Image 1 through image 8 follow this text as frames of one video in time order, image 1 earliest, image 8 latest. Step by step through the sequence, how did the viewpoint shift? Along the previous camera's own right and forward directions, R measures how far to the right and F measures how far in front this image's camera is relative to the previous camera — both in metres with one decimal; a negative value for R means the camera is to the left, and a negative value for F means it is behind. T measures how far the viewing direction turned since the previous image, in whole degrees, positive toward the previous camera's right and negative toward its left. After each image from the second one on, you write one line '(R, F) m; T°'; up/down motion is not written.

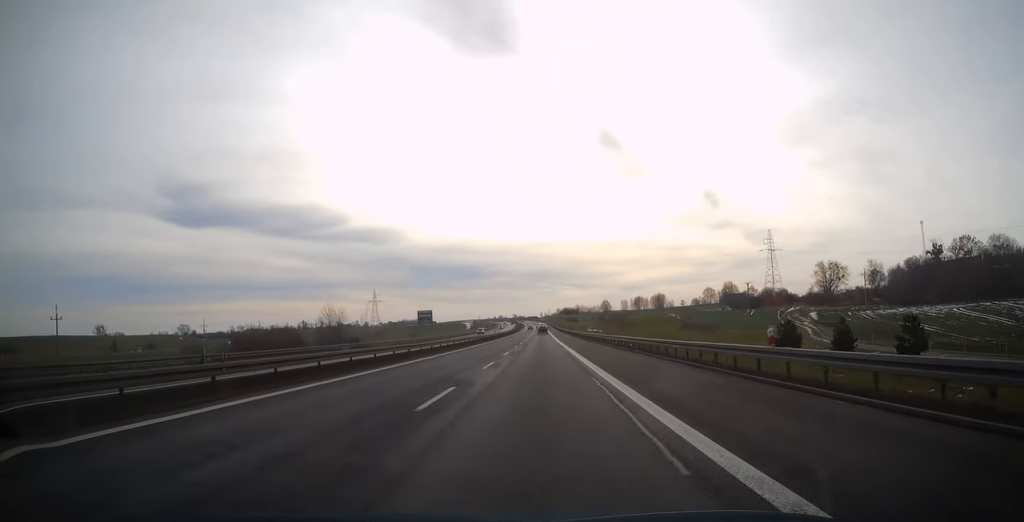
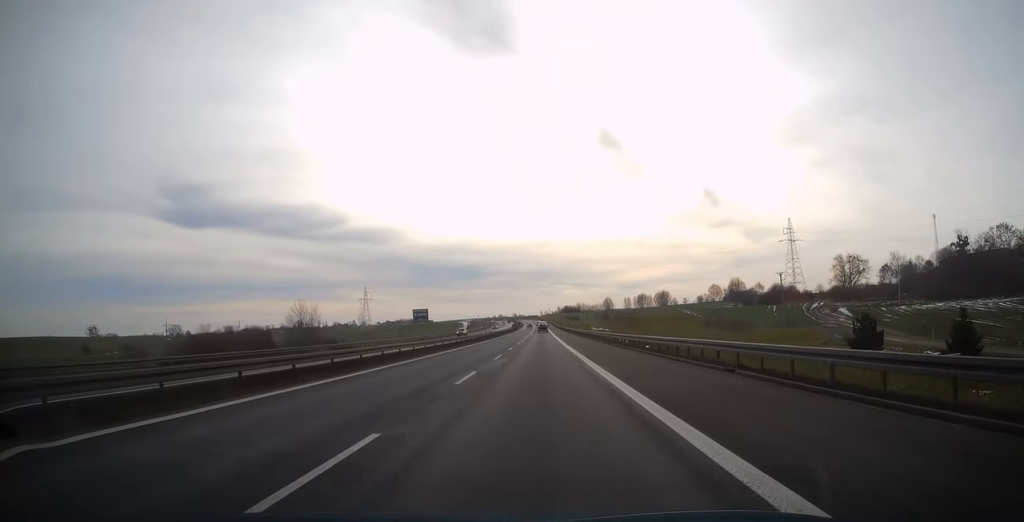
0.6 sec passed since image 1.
(0.0, +18.4) m; 0°
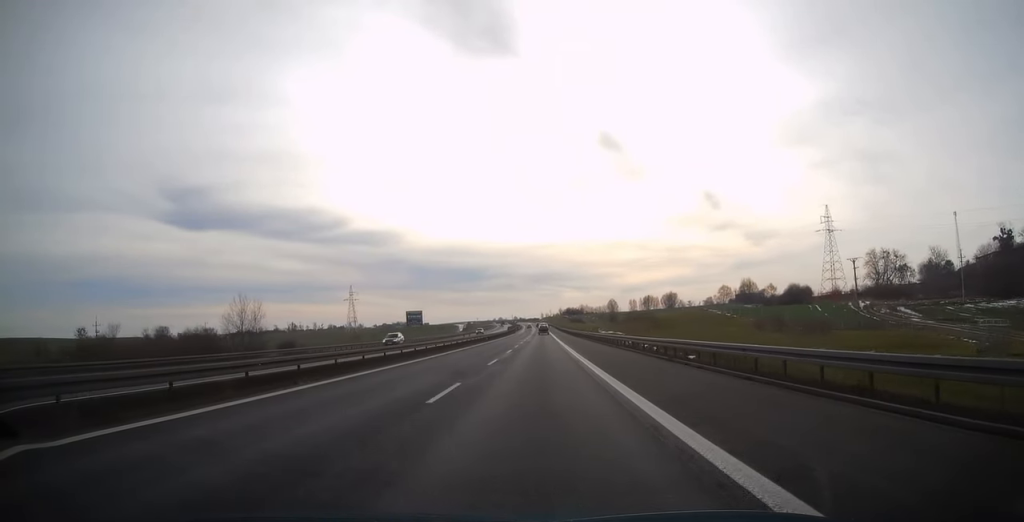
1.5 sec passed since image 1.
(0.0, +27.6) m; 0°
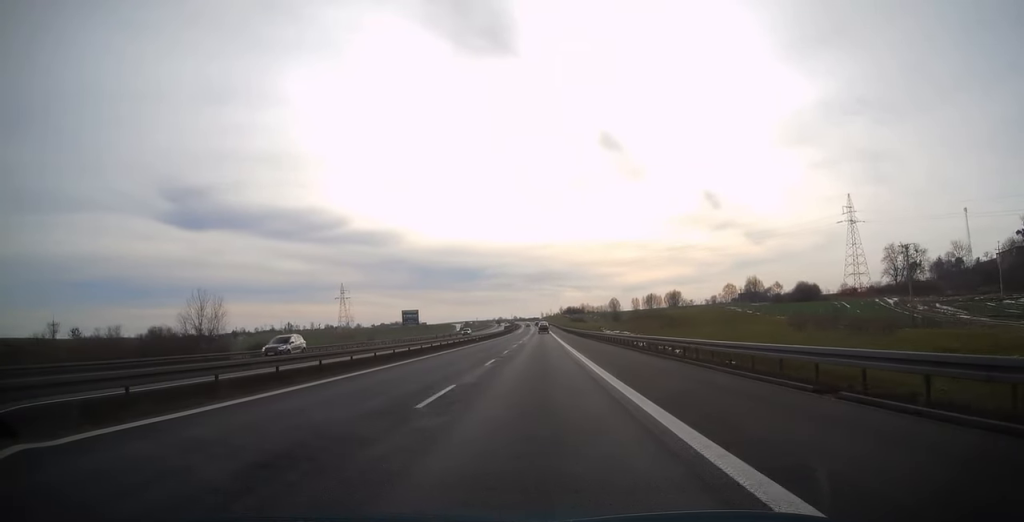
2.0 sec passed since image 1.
(0.0, +13.8) m; 0°
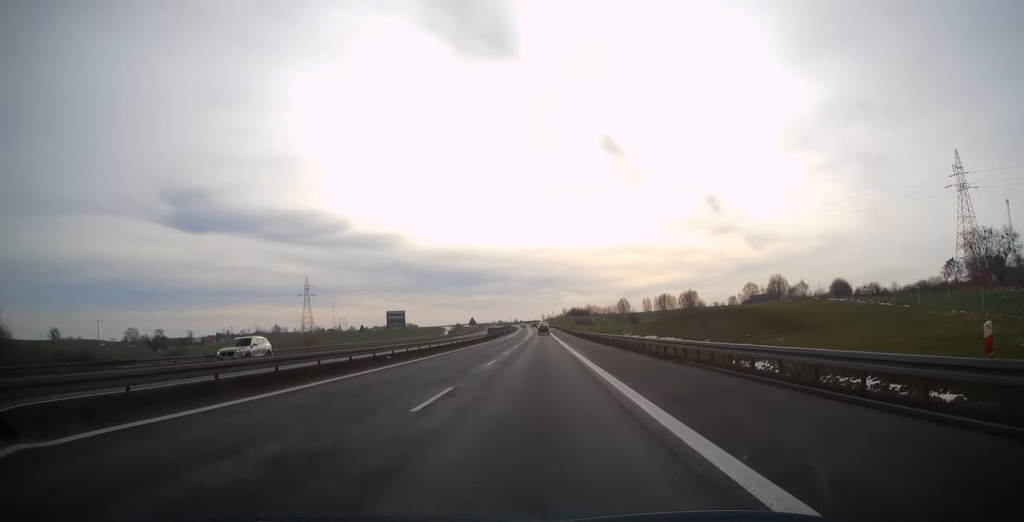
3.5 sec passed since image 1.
(0.0, +48.0) m; 0°
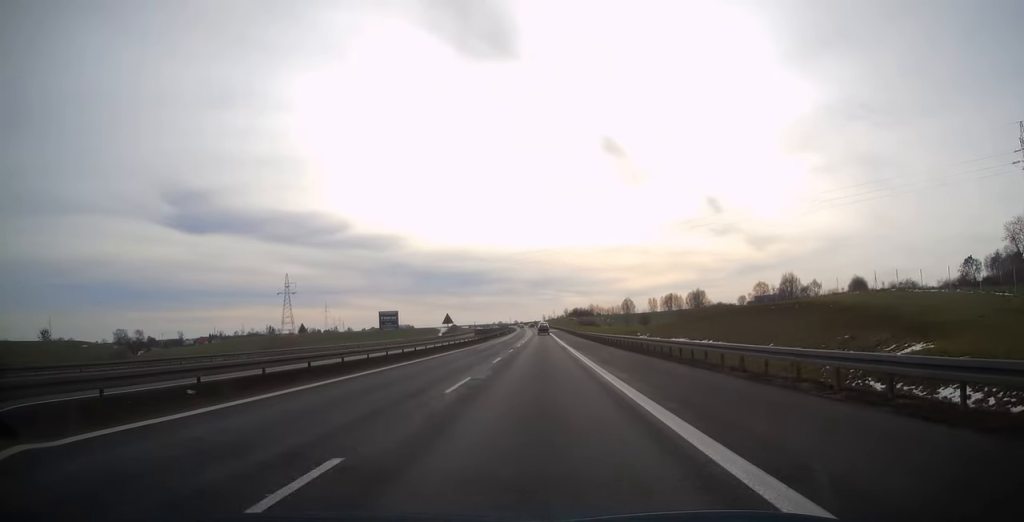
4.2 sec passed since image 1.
(-0.1, +20.8) m; 0°
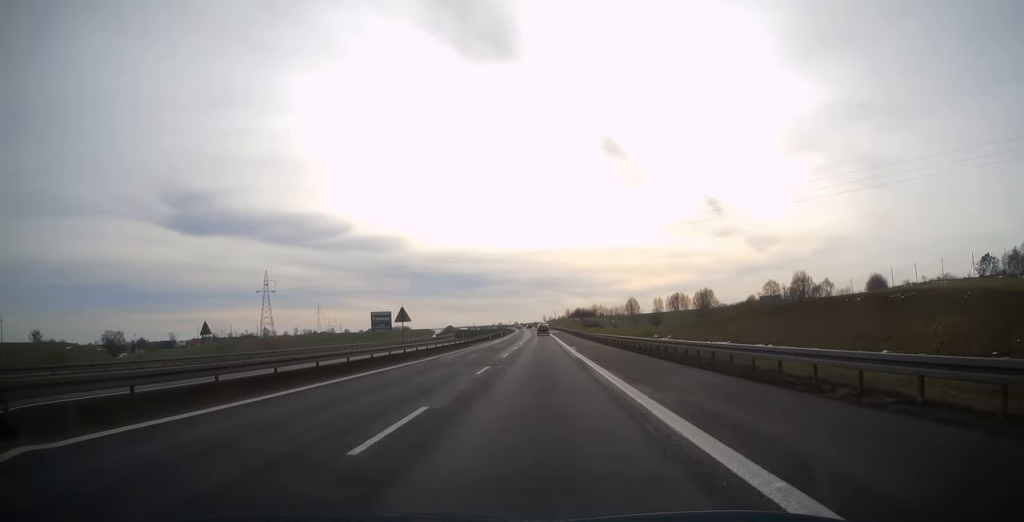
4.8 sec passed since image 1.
(0.0, +18.7) m; 0°
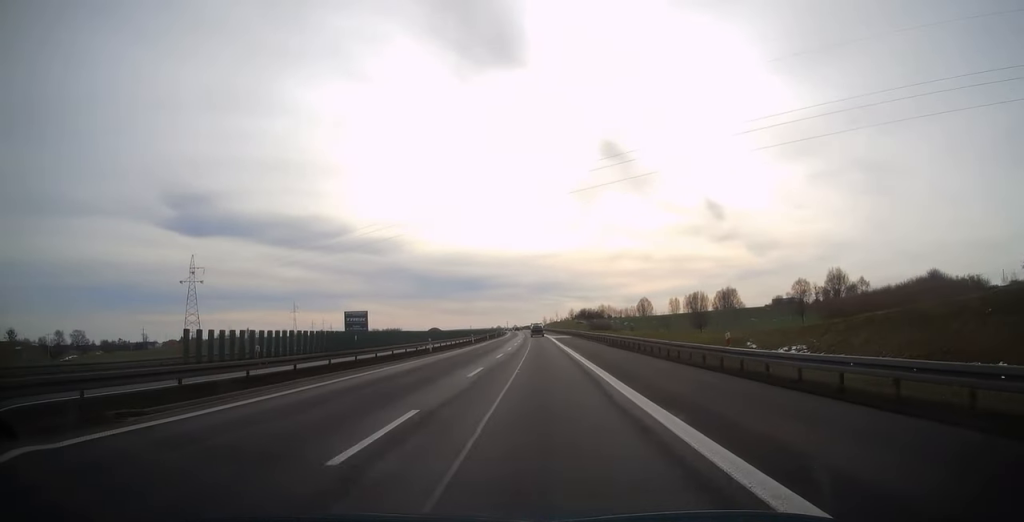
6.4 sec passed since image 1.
(+0.1, +49.1) m; 0°
